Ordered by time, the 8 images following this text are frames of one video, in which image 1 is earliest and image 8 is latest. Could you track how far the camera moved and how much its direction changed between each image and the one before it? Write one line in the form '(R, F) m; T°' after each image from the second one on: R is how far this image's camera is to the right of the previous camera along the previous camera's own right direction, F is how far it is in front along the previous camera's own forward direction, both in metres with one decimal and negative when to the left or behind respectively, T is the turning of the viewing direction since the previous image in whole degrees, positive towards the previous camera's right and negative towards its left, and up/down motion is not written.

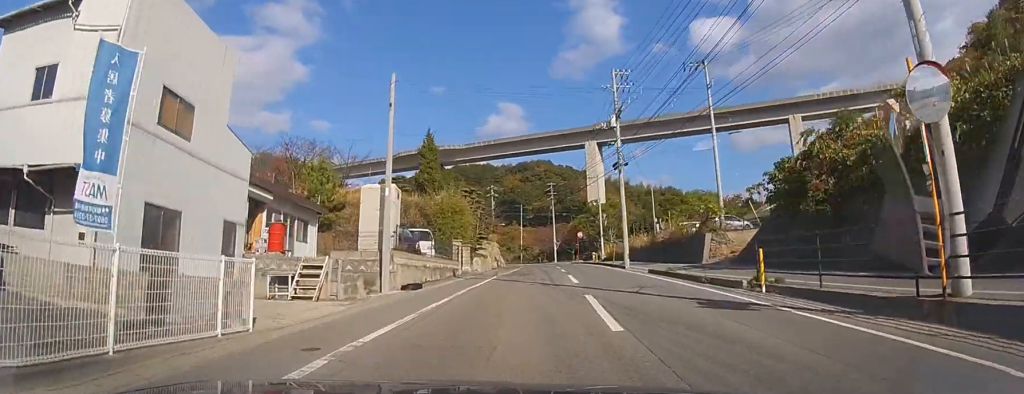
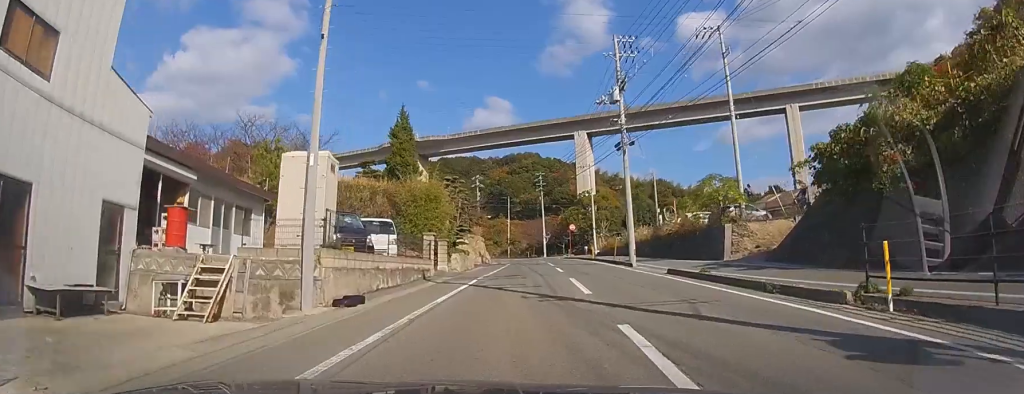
(+0.5, +5.2) m; +7°
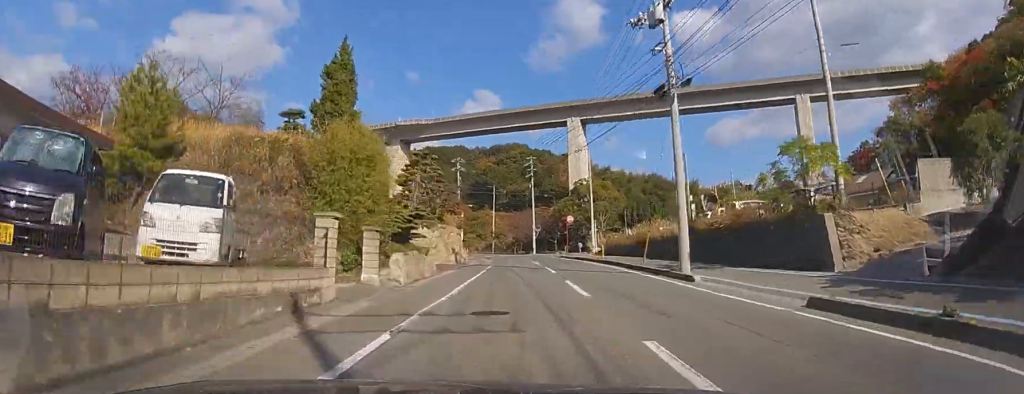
(+0.3, +10.4) m; +2°
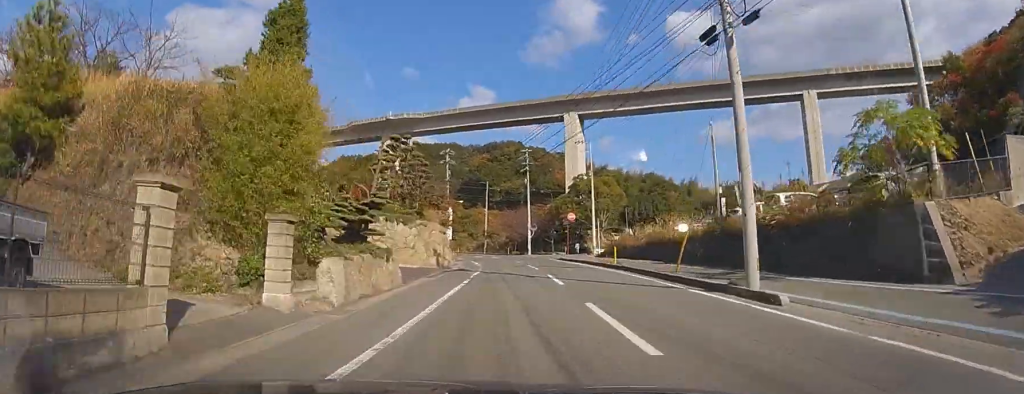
(0.0, +5.6) m; +1°
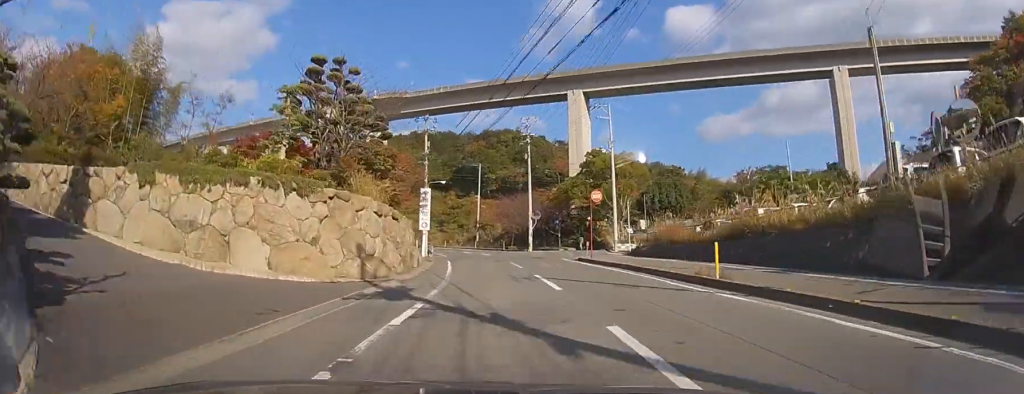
(+0.2, +13.4) m; 0°
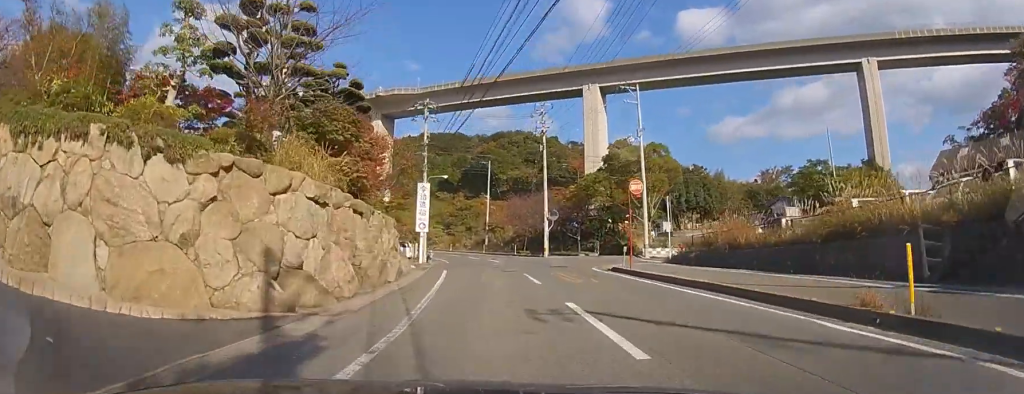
(-0.1, +6.8) m; -1°
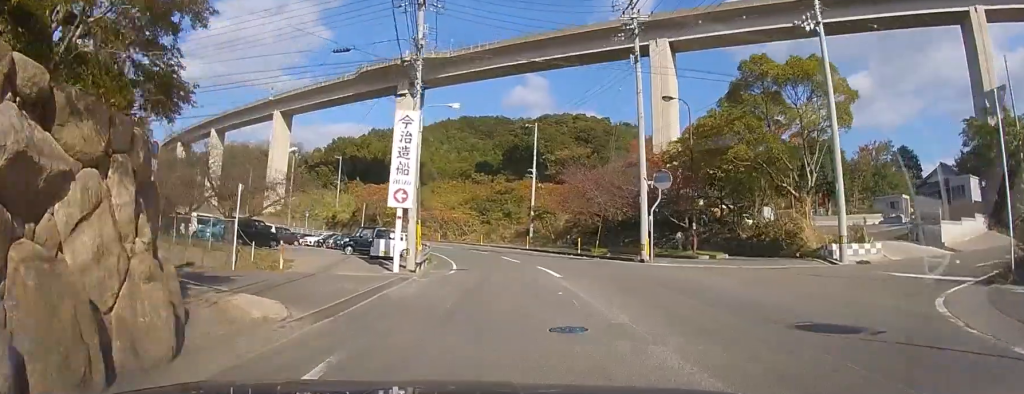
(-0.5, +20.0) m; -3°
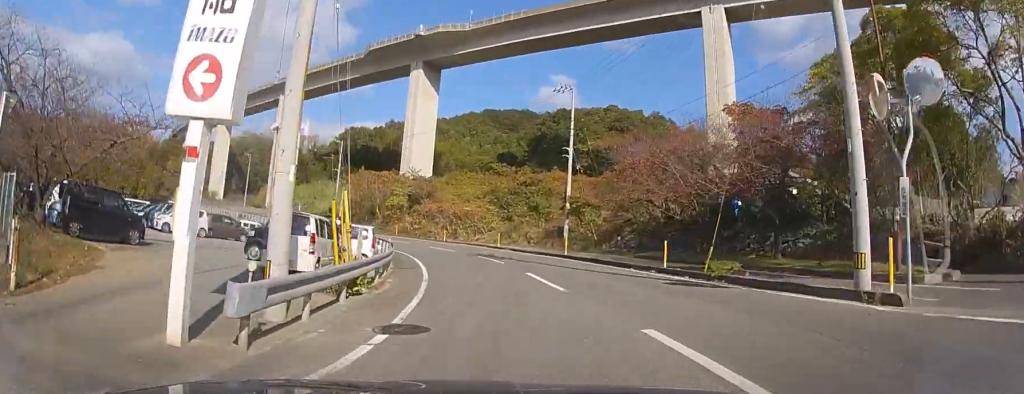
(-0.3, +13.4) m; -4°
